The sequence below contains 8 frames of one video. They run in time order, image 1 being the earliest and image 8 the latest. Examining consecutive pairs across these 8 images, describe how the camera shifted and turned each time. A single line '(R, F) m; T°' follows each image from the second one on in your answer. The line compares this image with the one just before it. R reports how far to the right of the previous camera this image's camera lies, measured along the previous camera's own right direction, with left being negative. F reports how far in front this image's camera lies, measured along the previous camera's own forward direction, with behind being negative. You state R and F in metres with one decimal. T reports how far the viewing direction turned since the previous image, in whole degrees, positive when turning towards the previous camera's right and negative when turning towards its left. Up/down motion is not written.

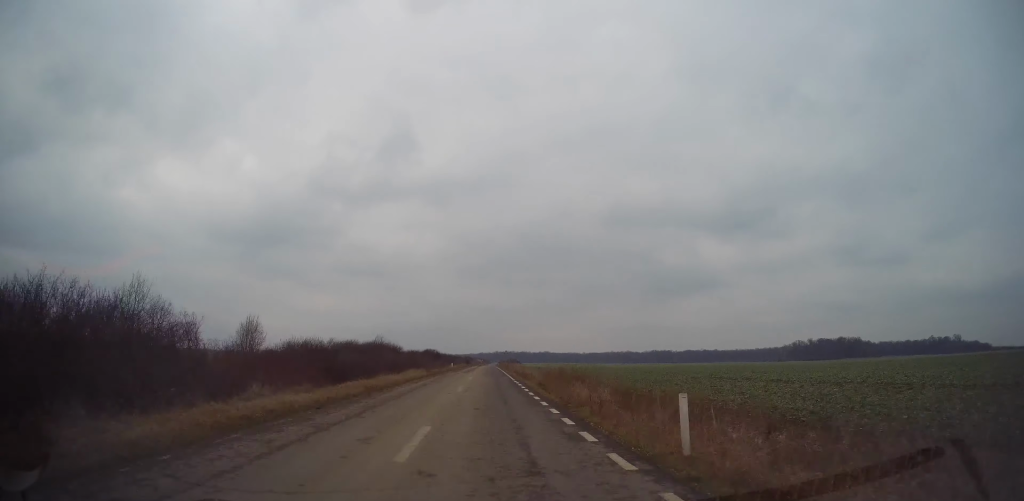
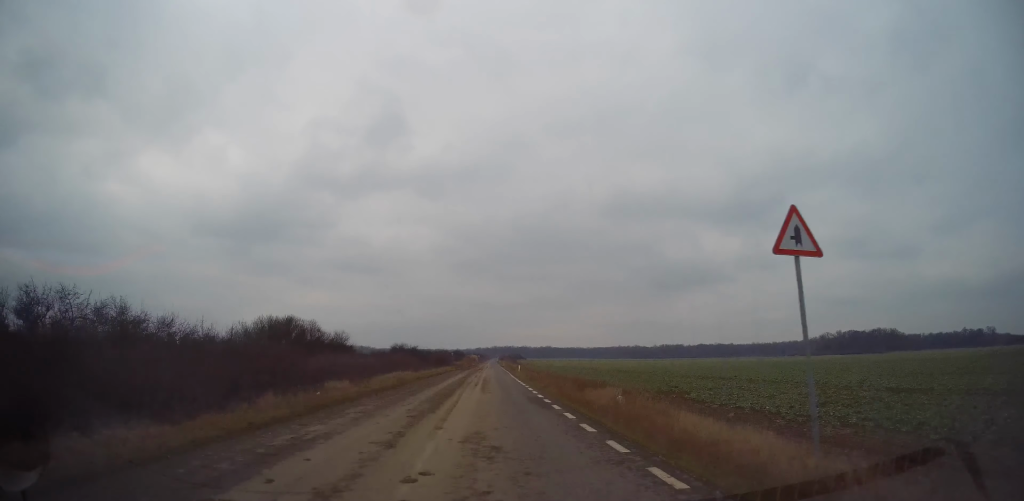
(+0.7, +83.4) m; +1°
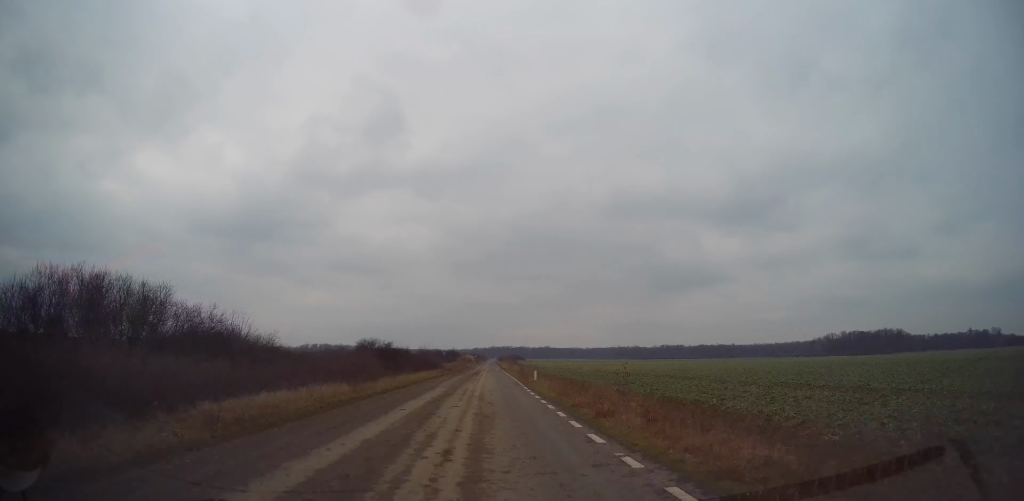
(0.0, +17.0) m; 0°
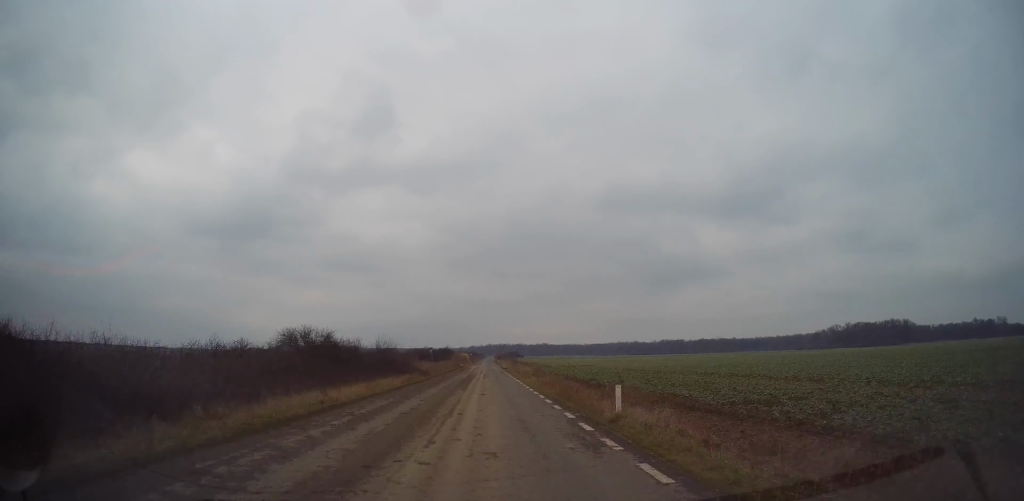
(-0.1, +19.1) m; 0°
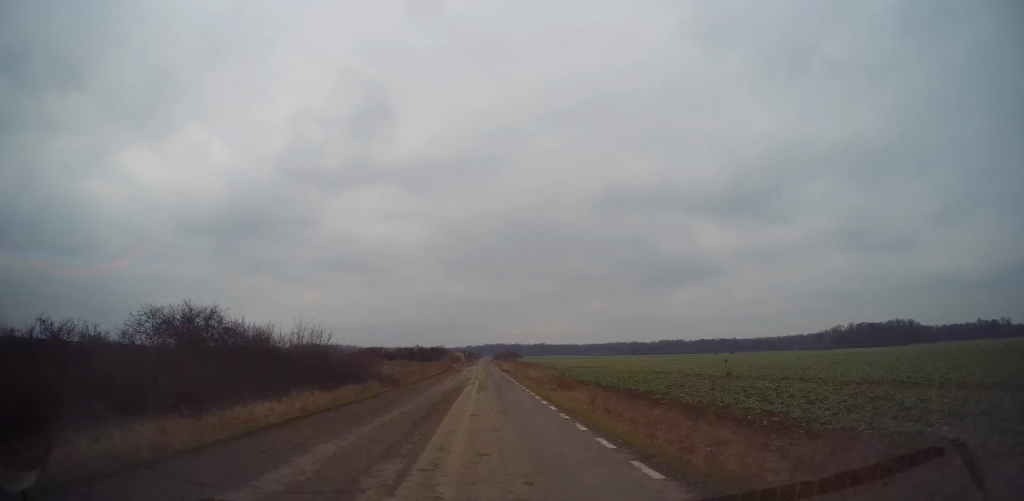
(0.0, +13.9) m; 0°
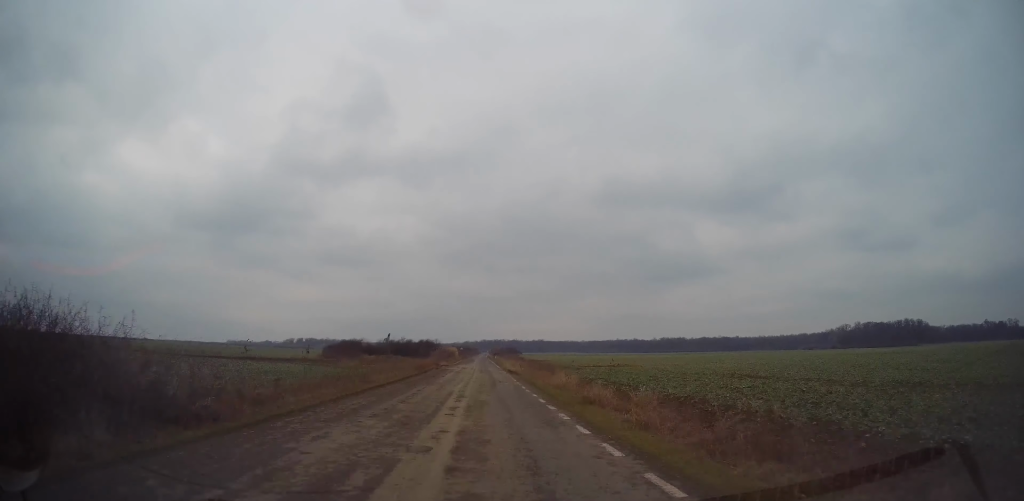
(0.0, +19.2) m; 0°
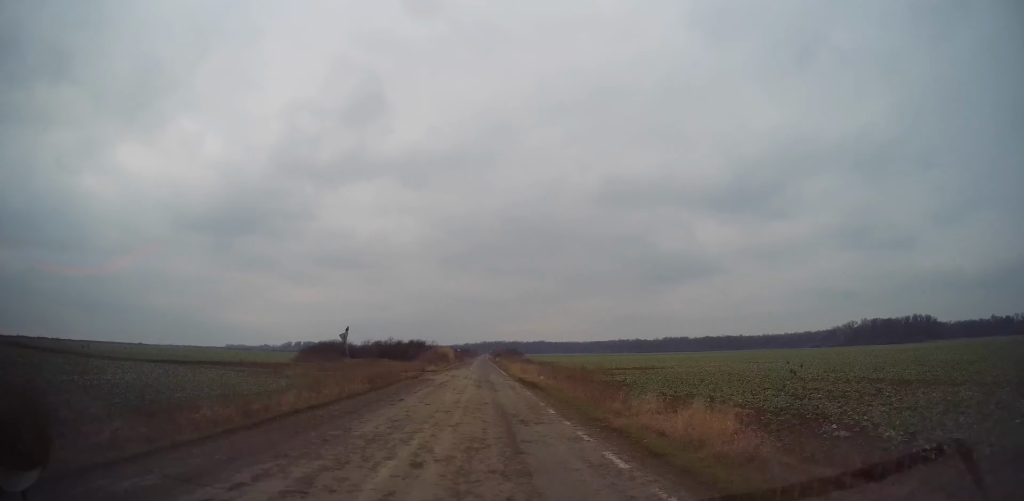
(+0.1, +15.0) m; 0°
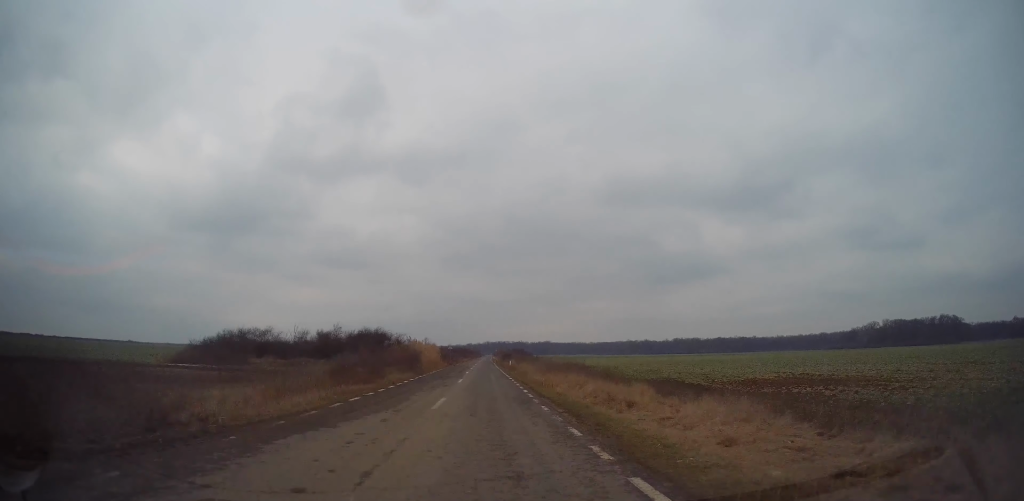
(-0.1, +38.6) m; 0°
